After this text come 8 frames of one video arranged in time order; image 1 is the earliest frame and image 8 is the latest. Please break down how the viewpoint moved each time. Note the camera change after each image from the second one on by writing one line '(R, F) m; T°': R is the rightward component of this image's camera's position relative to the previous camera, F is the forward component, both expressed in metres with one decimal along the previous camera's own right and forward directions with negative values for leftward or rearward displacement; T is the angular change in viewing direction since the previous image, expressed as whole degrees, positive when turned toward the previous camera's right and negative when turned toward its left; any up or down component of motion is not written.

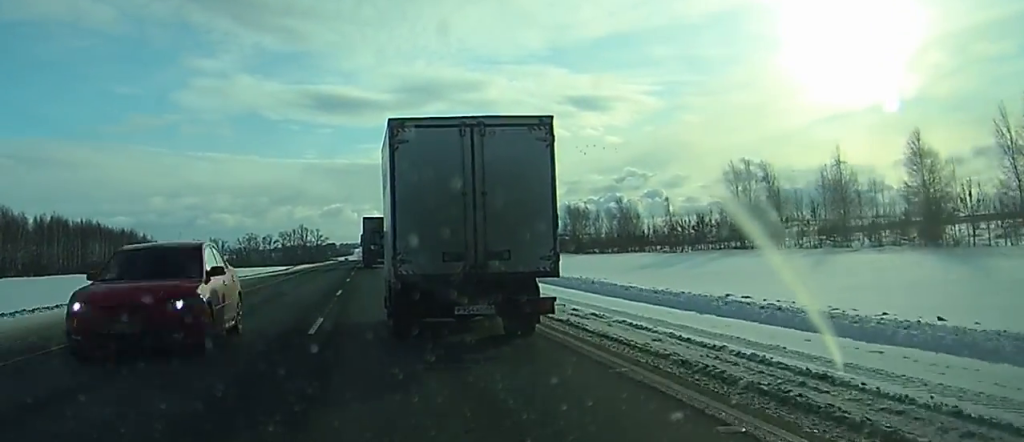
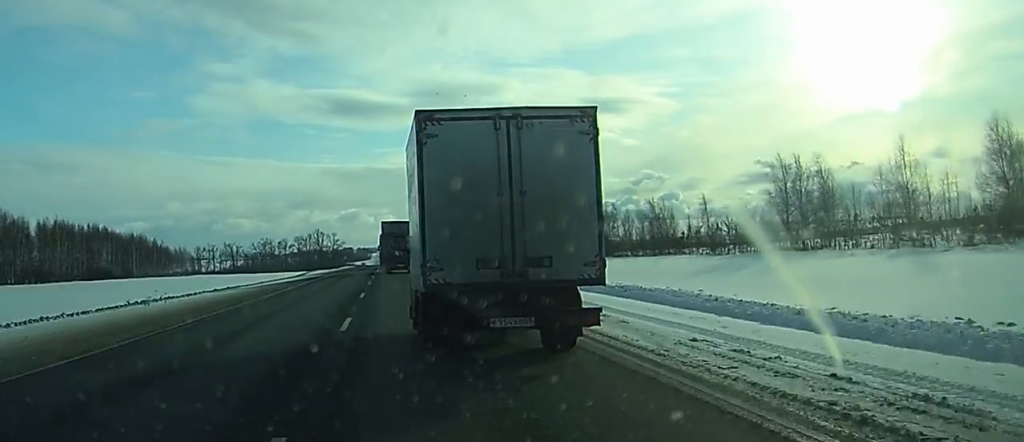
(0.0, +10.3) m; -1°
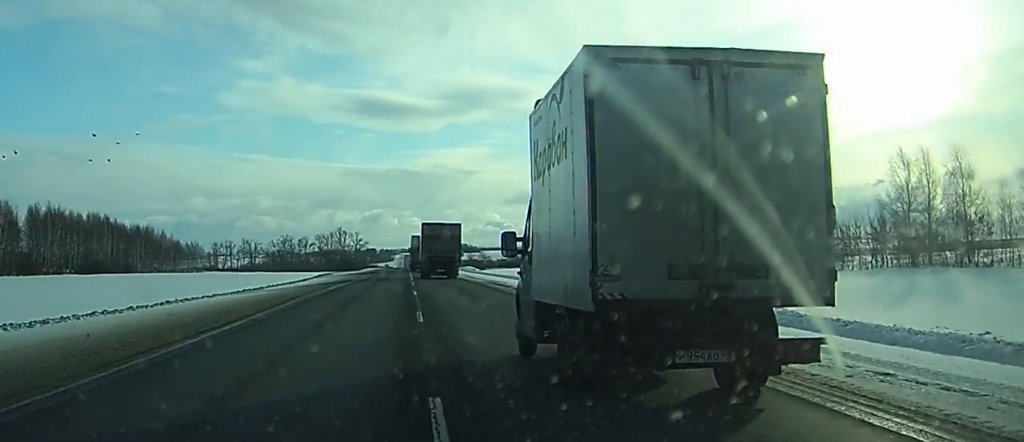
(-0.4, +22.1) m; -2°
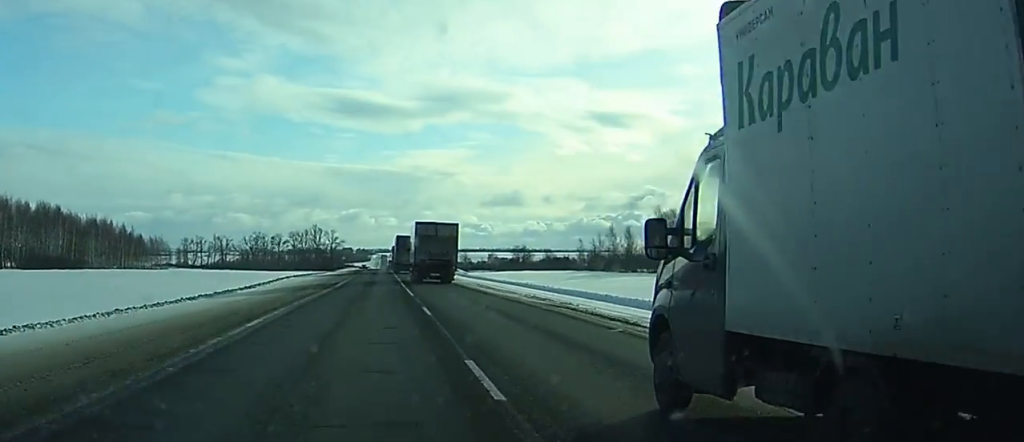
(-0.1, +20.4) m; 0°
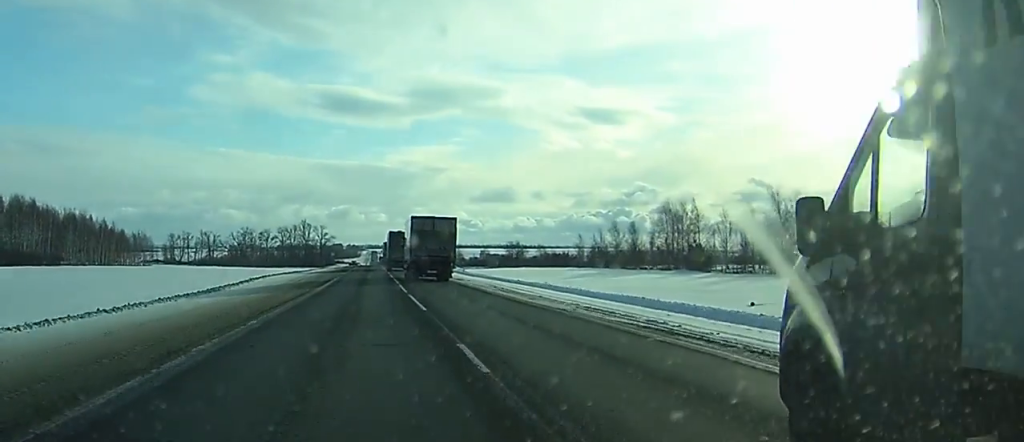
(0.0, +10.1) m; 0°
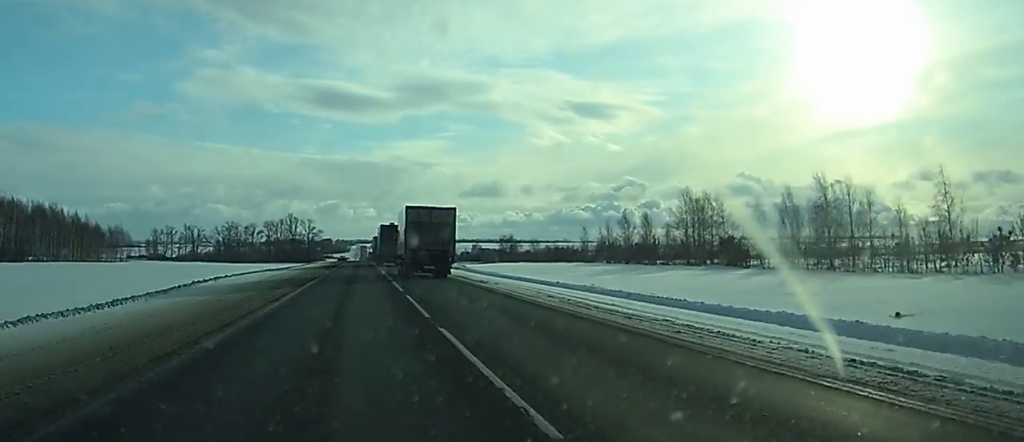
(0.0, +15.1) m; +1°
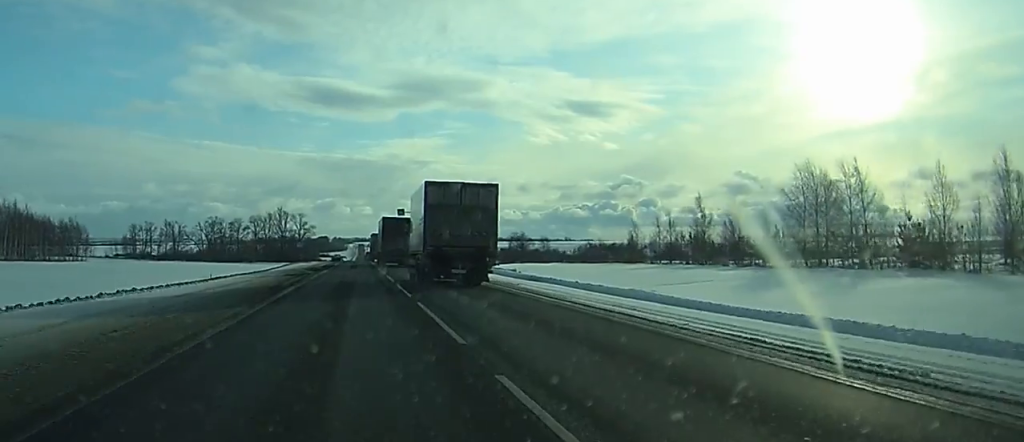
(+0.6, +41.2) m; +2°
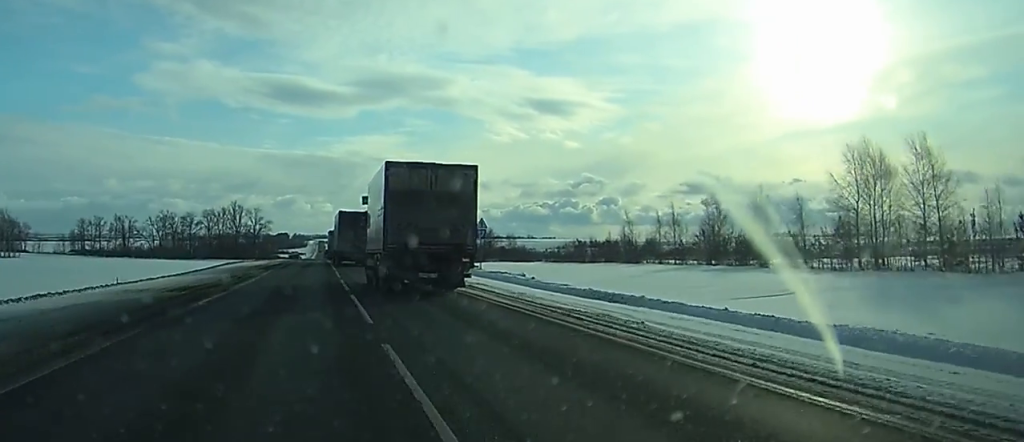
(+0.2, +21.5) m; +1°
